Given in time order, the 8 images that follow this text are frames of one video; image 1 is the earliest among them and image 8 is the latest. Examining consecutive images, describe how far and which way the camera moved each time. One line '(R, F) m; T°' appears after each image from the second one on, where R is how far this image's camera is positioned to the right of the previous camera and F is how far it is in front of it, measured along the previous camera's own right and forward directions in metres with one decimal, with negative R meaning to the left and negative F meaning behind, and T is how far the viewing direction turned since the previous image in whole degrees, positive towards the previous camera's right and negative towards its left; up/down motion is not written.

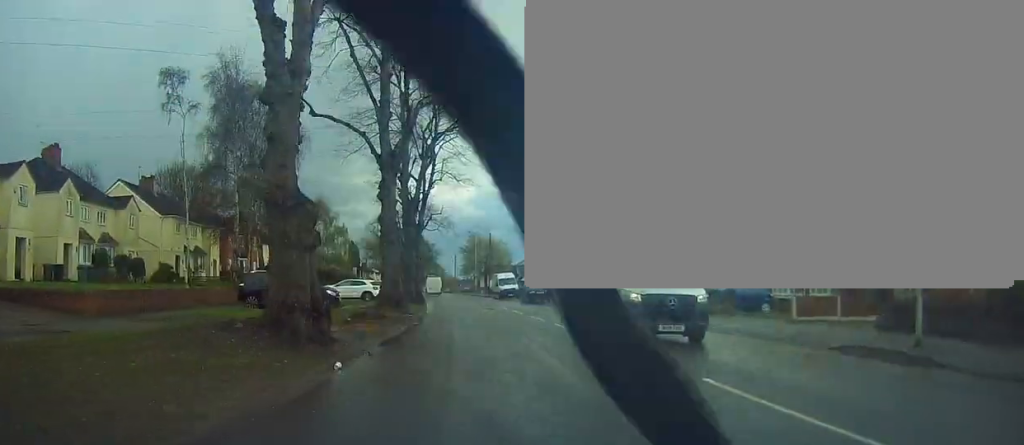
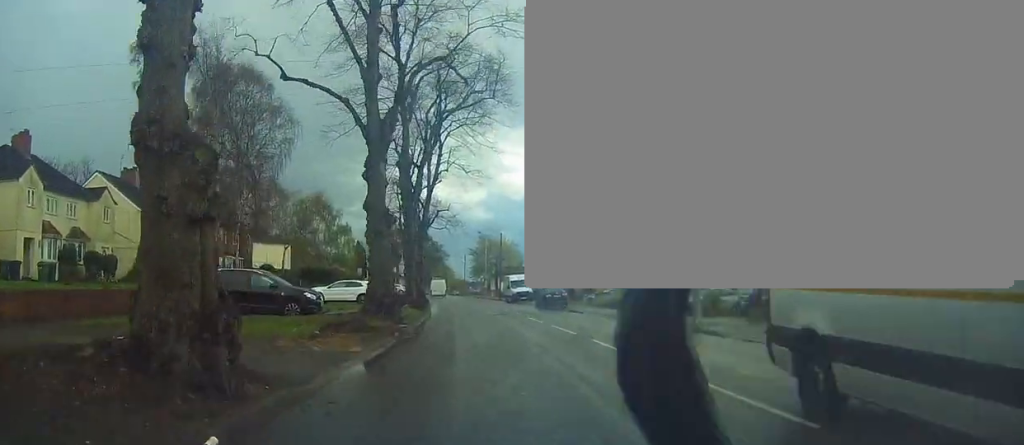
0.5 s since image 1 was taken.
(-0.3, +4.9) m; -2°
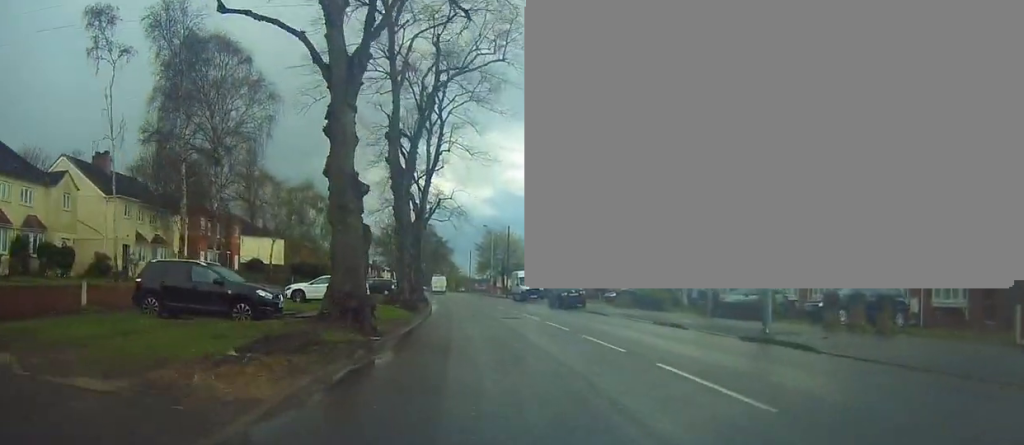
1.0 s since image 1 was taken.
(+0.1, +5.3) m; 0°
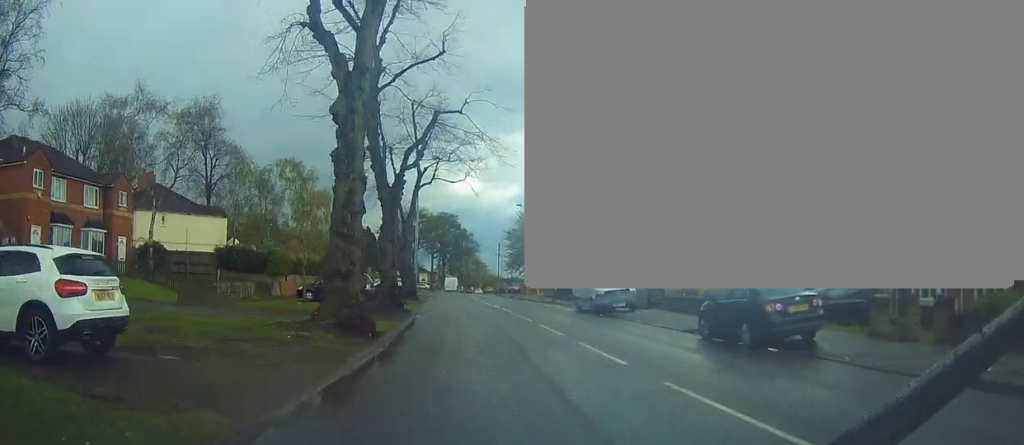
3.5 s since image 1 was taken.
(-0.5, +26.0) m; -3°
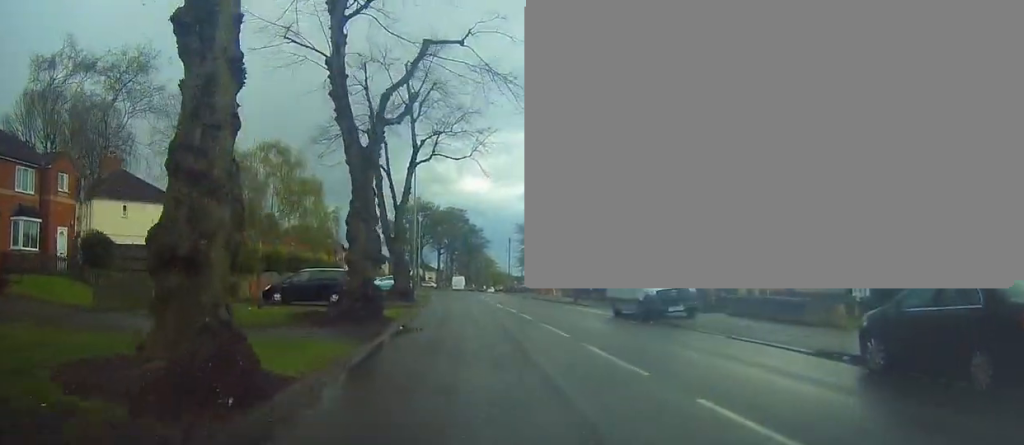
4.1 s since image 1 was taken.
(-0.2, +7.5) m; -1°
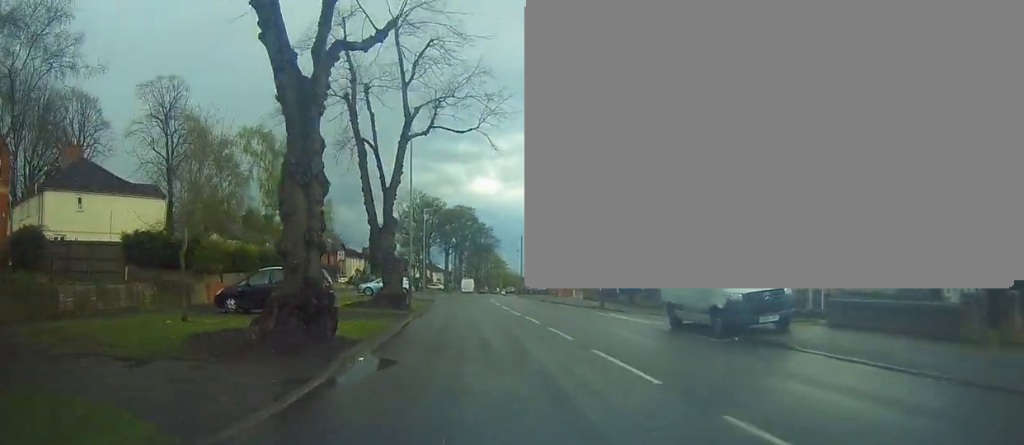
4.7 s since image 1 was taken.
(-0.1, +6.9) m; -1°
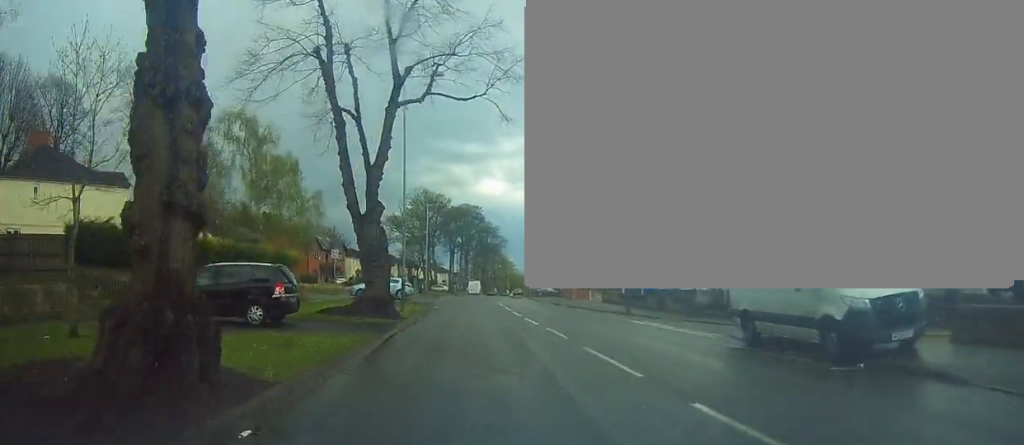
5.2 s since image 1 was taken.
(0.0, +5.4) m; 0°
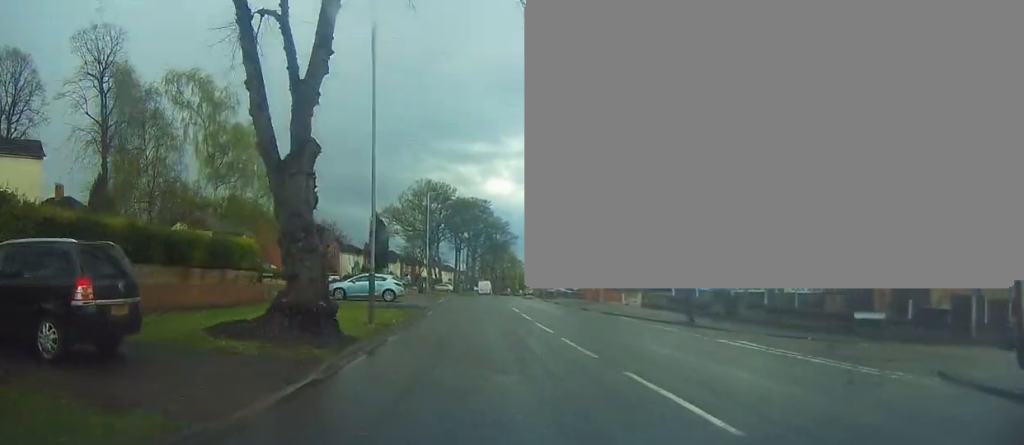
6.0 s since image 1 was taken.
(0.0, +9.4) m; 0°
